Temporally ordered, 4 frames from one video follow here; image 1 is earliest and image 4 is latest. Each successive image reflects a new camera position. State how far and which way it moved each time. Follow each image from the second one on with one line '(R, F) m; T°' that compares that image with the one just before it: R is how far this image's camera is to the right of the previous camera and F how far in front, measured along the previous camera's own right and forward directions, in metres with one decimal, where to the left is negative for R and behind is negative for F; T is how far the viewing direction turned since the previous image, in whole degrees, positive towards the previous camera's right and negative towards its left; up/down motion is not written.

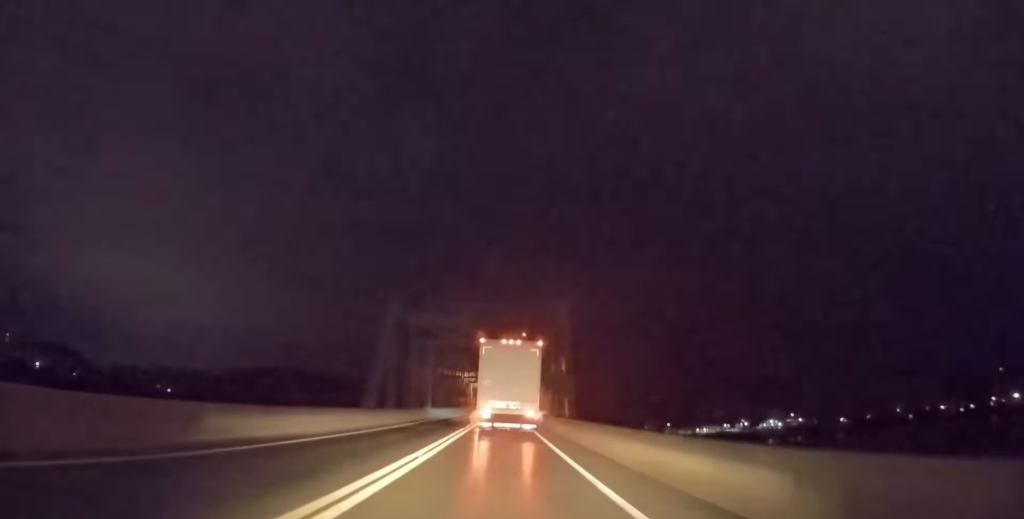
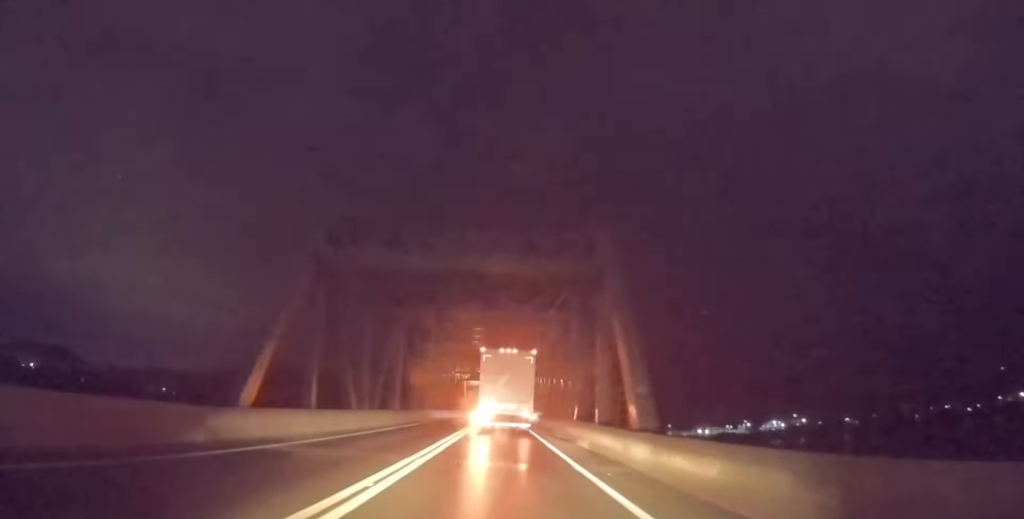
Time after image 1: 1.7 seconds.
(+0.3, +17.7) m; +1°
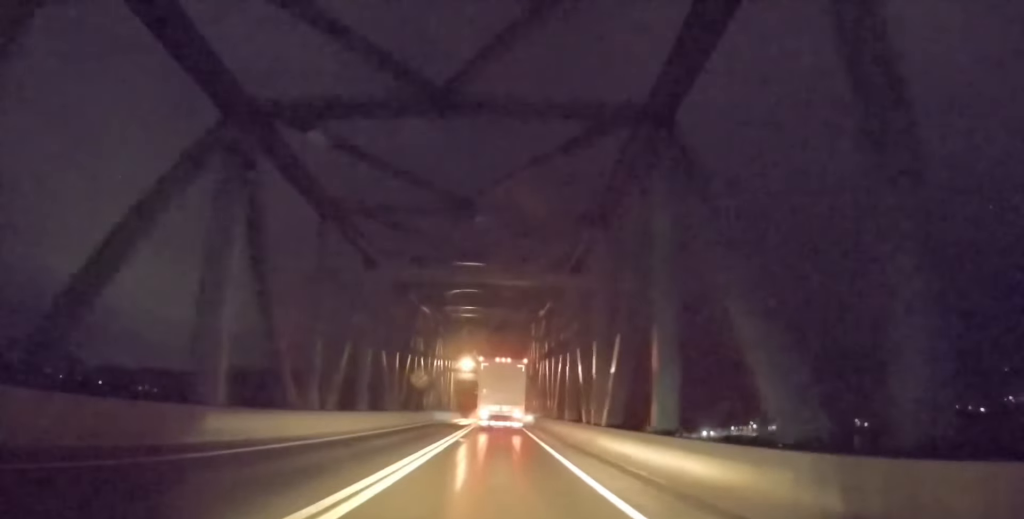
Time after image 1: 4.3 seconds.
(+0.3, +27.5) m; +1°
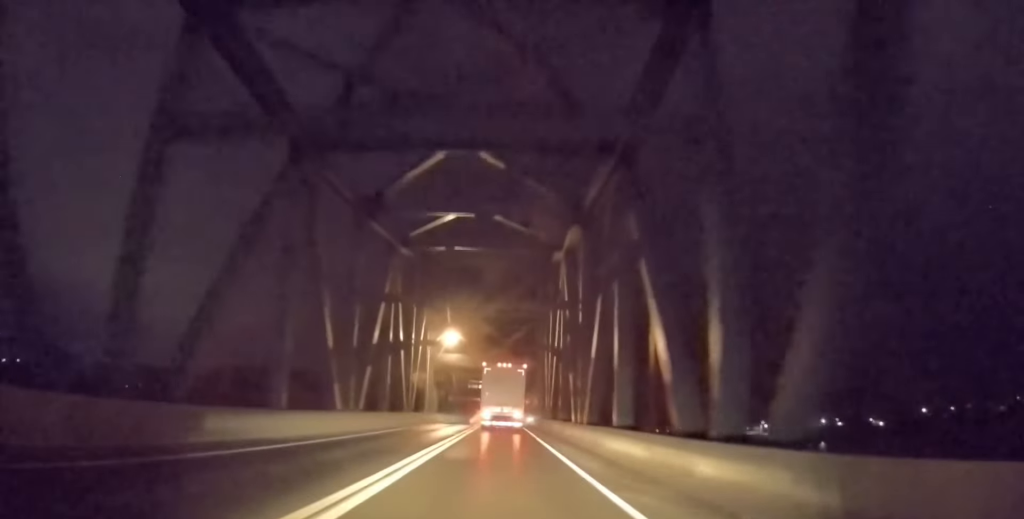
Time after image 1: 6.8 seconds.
(-0.3, +30.5) m; +1°
